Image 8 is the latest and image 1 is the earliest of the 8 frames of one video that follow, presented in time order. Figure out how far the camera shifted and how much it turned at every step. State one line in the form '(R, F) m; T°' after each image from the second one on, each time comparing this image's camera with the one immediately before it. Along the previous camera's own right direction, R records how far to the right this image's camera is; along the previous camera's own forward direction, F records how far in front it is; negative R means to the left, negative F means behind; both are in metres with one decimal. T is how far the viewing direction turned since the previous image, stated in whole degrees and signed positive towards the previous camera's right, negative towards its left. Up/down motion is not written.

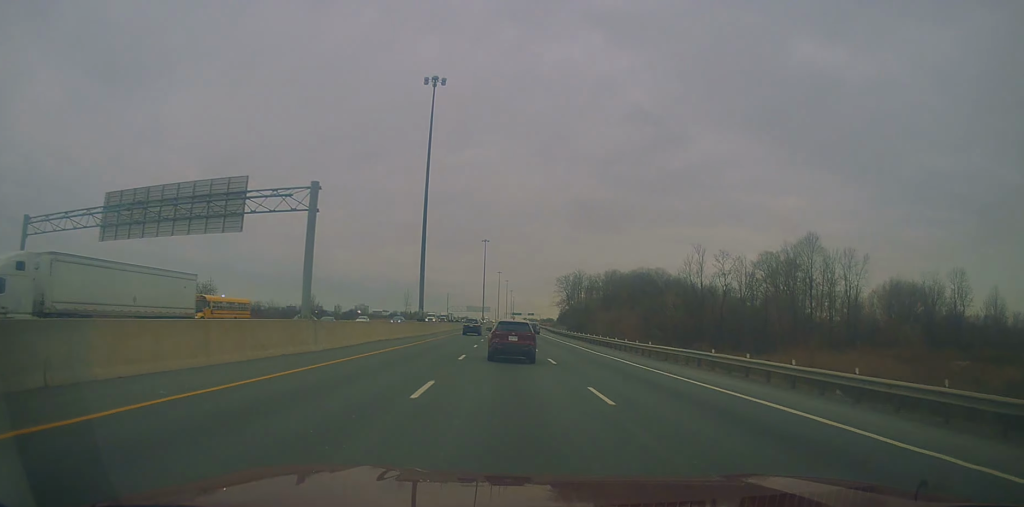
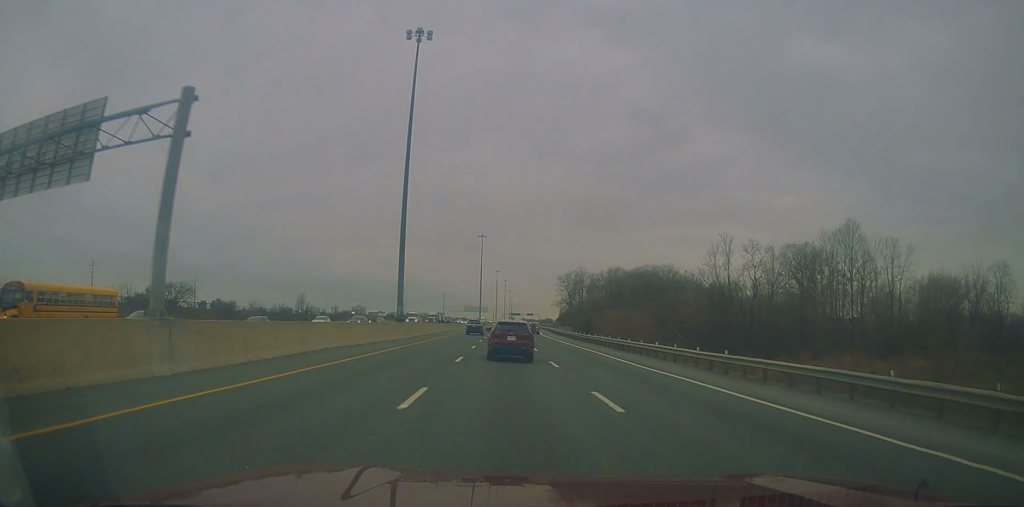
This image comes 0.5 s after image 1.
(-0.2, +13.1) m; +1°
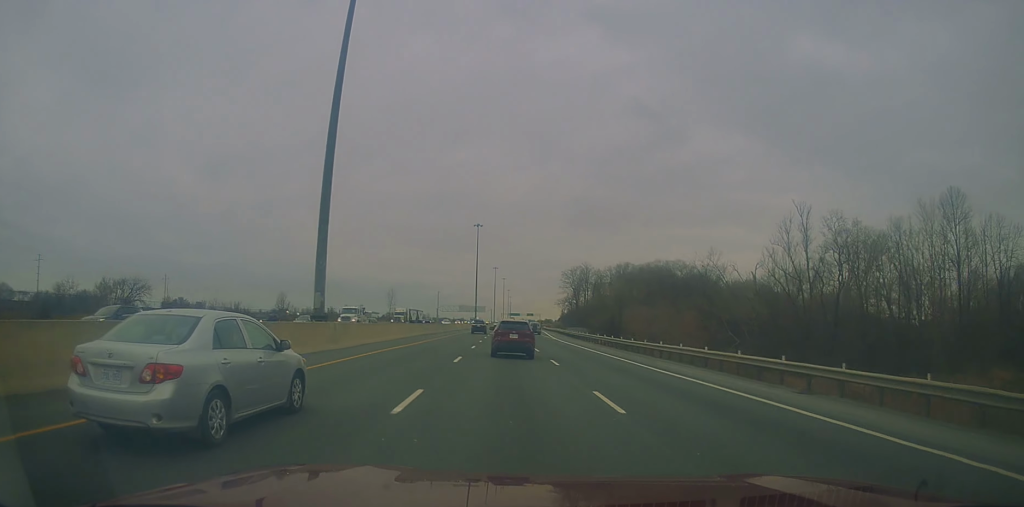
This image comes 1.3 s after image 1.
(+0.5, +24.4) m; 0°
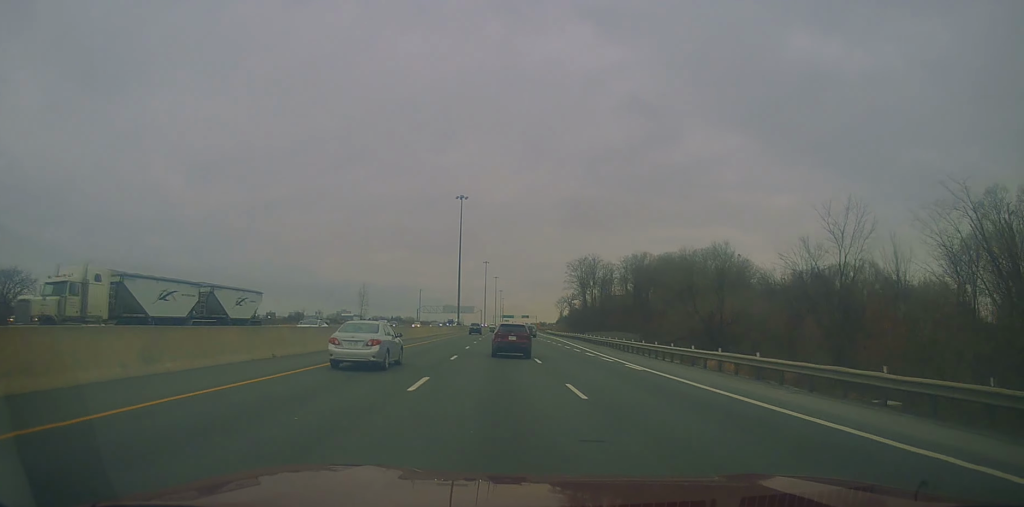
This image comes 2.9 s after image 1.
(-0.3, +44.2) m; 0°
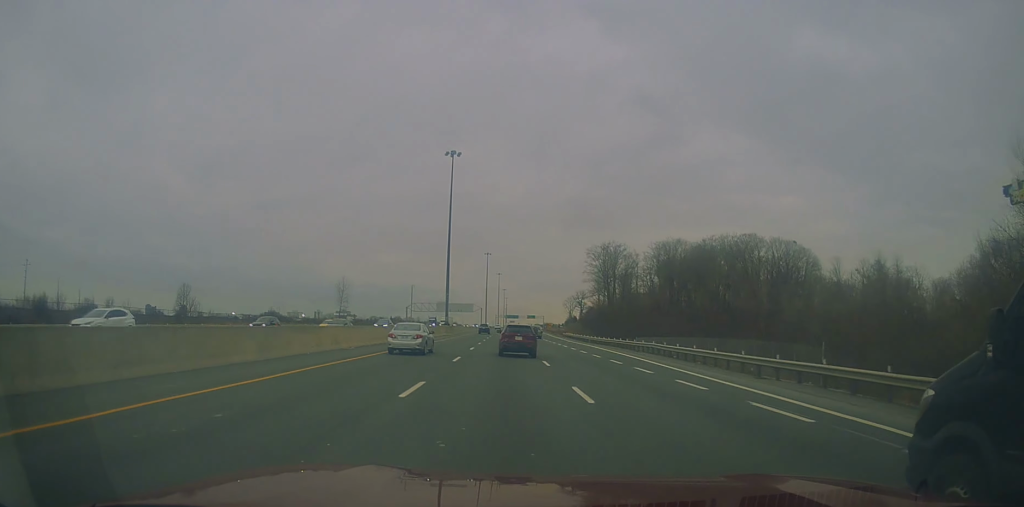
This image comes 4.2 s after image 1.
(+0.2, +36.2) m; +1°
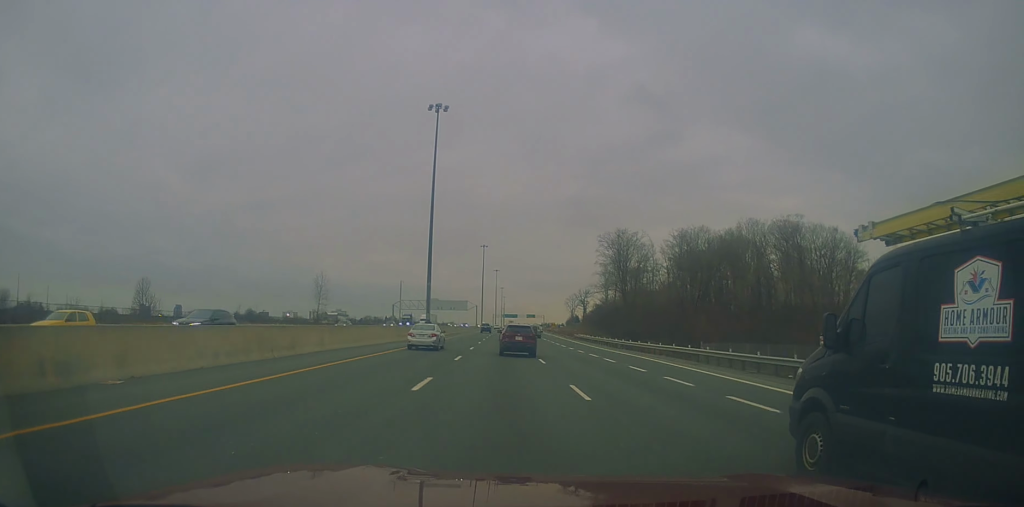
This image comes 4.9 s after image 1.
(0.0, +22.4) m; 0°
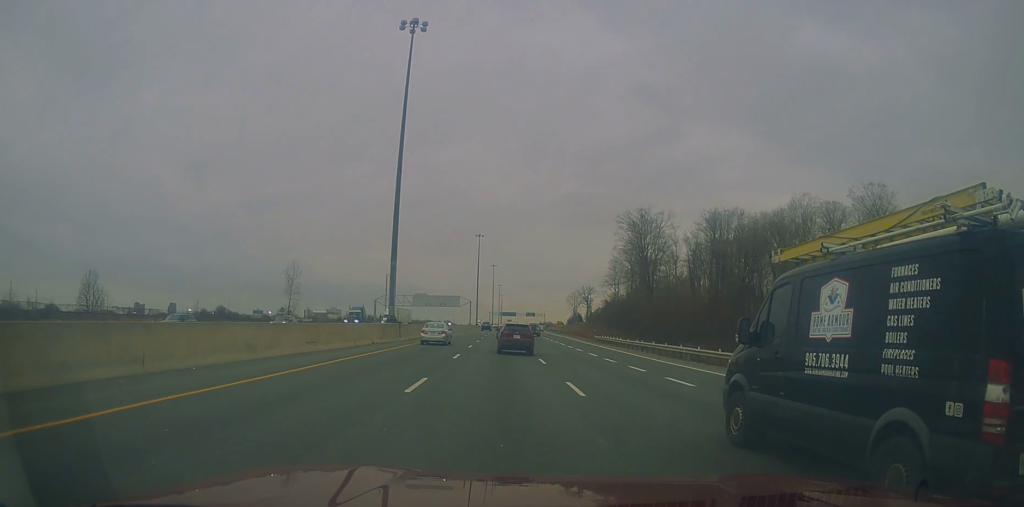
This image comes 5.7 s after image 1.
(+0.2, +23.8) m; 0°
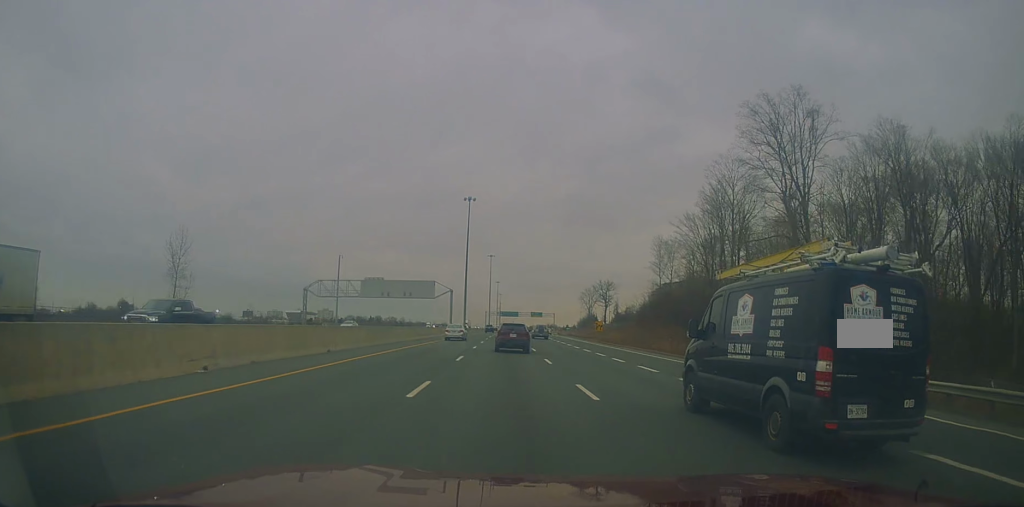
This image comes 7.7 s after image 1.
(-0.7, +60.4) m; 0°
